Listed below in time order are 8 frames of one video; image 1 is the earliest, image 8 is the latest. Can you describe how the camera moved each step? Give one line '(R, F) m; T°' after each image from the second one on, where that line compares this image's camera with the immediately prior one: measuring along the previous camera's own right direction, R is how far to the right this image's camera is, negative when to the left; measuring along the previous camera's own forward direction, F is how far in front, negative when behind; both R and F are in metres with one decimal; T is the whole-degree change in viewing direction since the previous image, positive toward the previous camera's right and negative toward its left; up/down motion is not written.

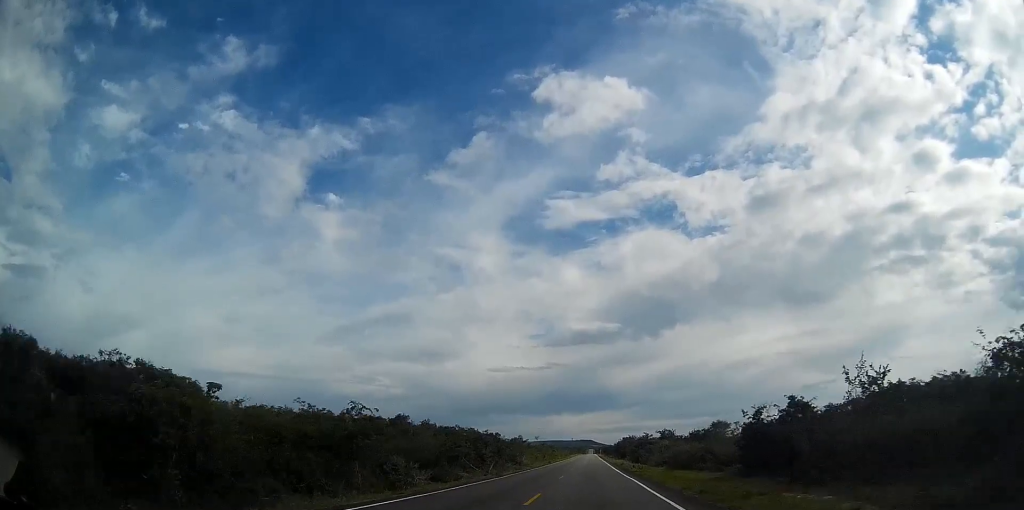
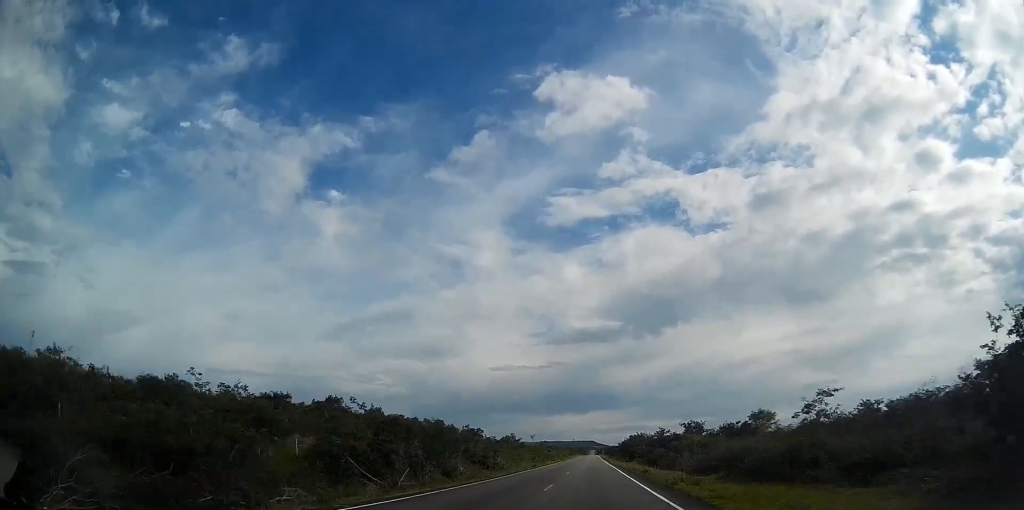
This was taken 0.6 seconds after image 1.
(0.0, +26.5) m; 0°
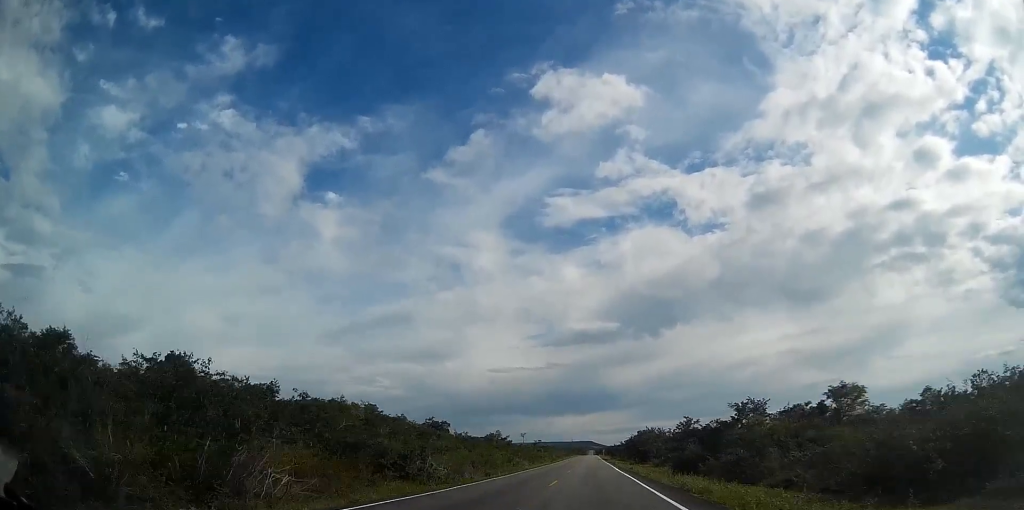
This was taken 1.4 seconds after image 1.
(0.0, +29.9) m; 0°
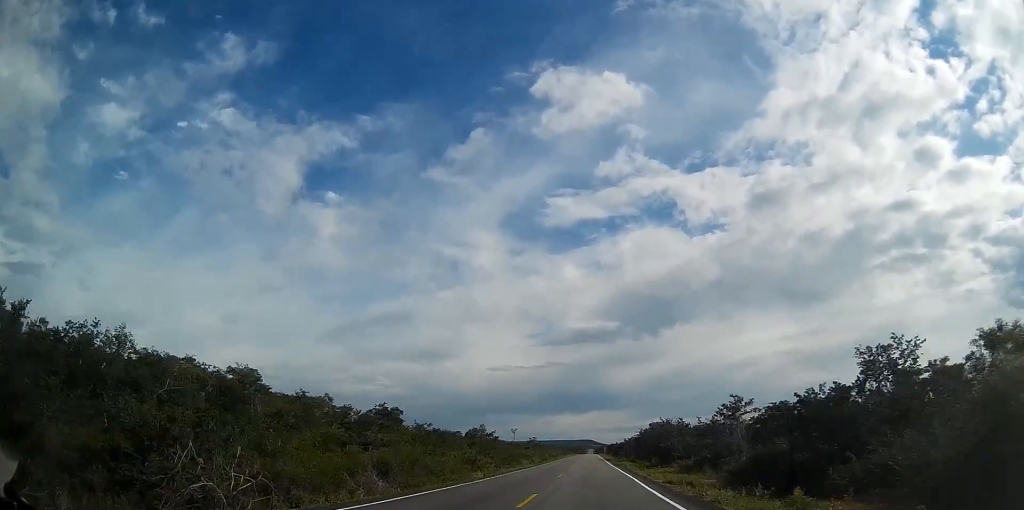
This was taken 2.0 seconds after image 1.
(0.0, +24.9) m; 0°
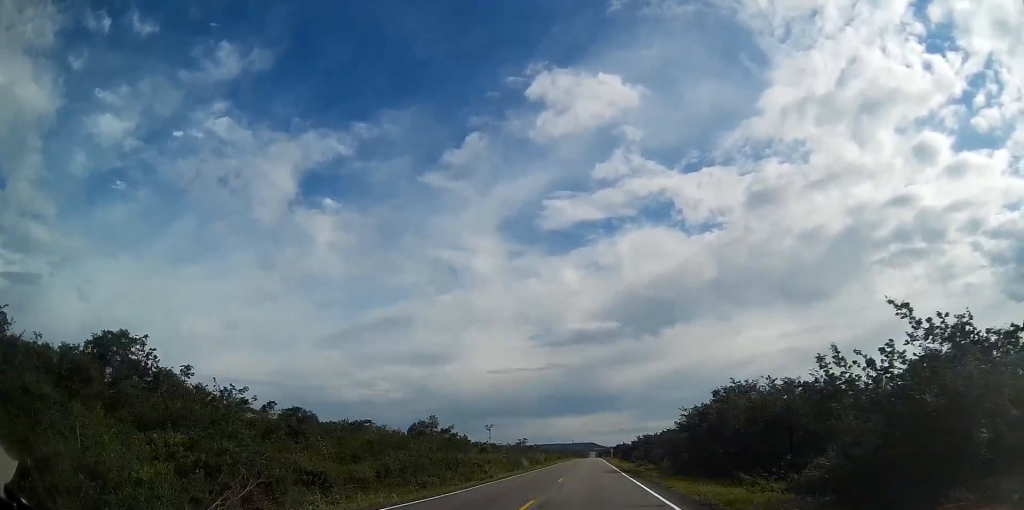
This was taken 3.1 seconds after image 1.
(0.0, +46.5) m; 0°
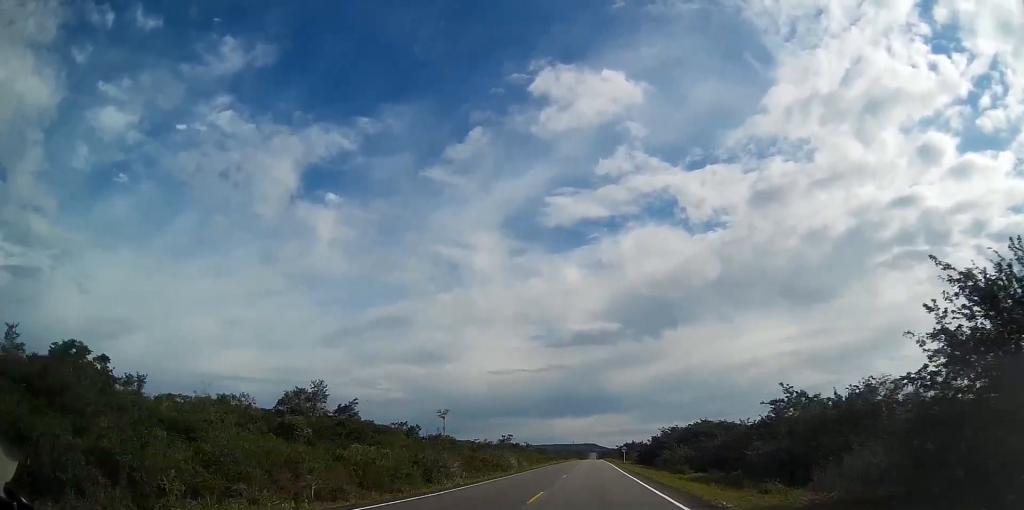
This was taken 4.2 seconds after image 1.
(+0.1, +46.5) m; 0°
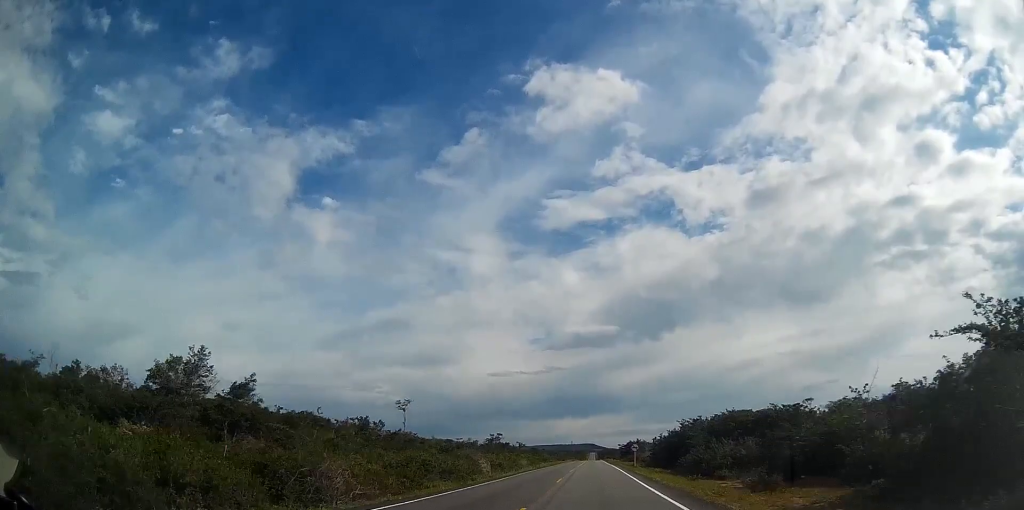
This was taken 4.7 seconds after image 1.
(0.0, +19.9) m; 0°
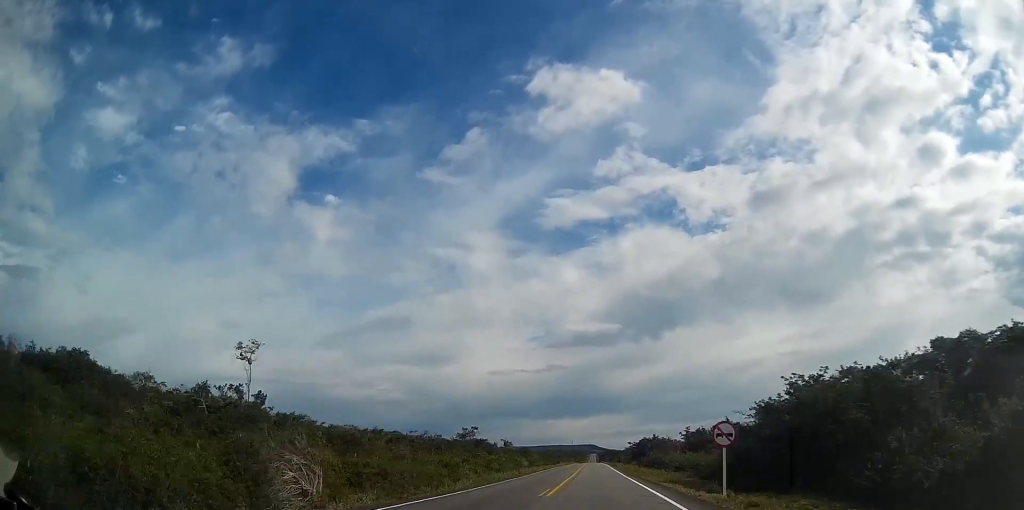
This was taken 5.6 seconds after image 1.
(0.0, +39.8) m; 0°
